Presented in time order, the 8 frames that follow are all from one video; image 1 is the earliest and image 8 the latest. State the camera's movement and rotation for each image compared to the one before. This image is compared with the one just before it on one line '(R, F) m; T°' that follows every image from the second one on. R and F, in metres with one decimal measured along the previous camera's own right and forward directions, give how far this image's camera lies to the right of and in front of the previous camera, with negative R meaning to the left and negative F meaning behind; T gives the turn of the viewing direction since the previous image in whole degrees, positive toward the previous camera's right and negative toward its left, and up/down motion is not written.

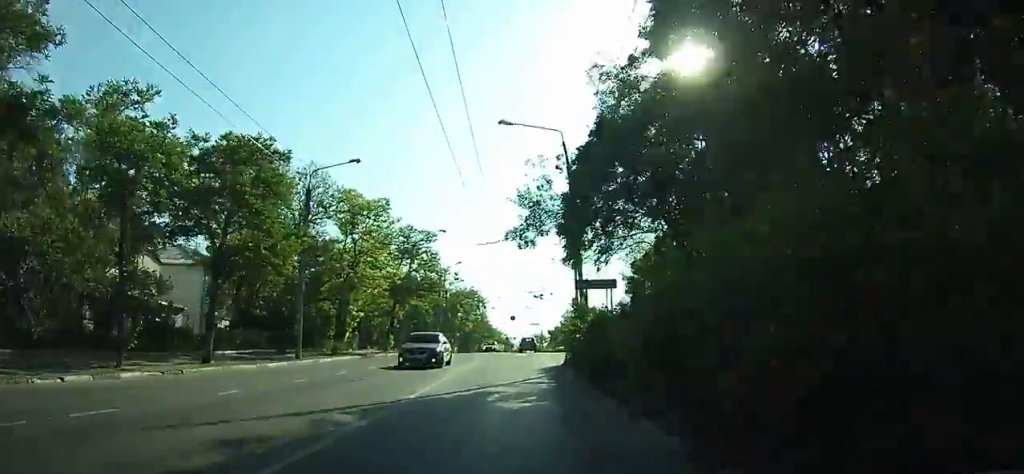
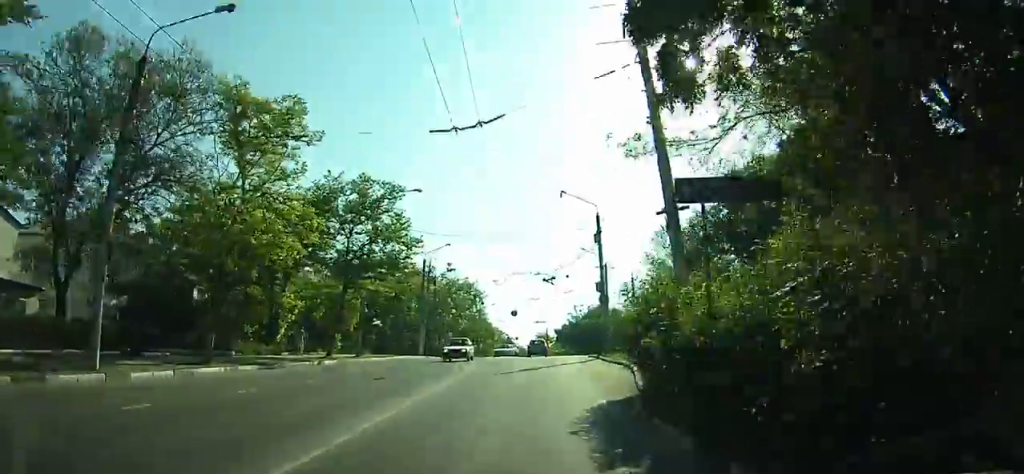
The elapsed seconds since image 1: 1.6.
(-0.1, +14.9) m; 0°
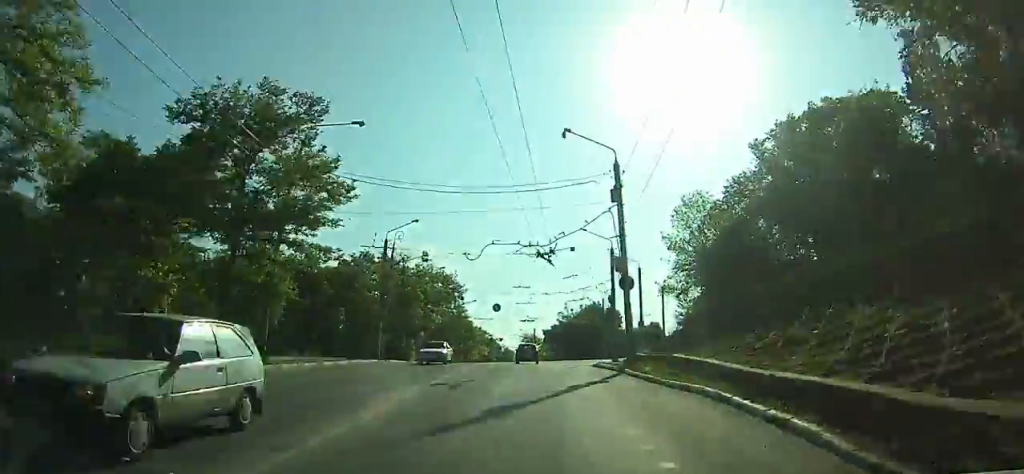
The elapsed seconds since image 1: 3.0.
(-0.1, +12.3) m; 0°
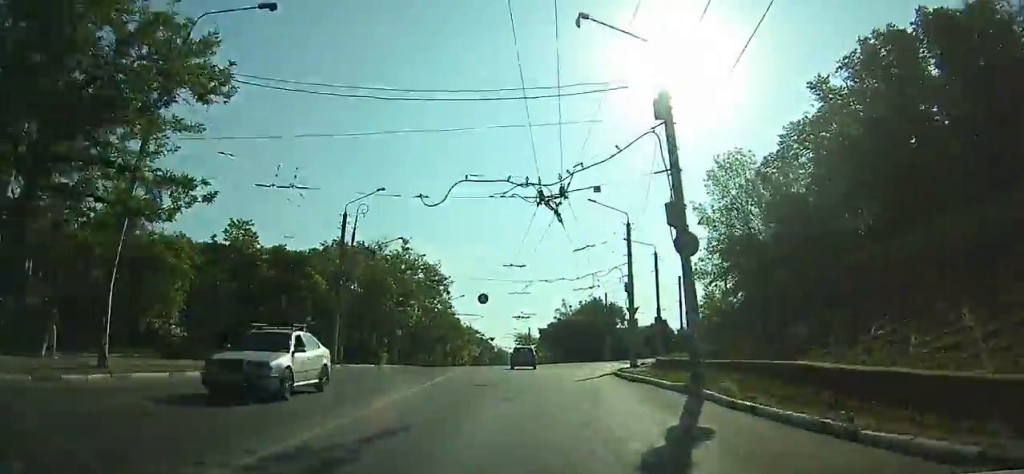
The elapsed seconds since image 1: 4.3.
(-0.1, +11.4) m; 0°
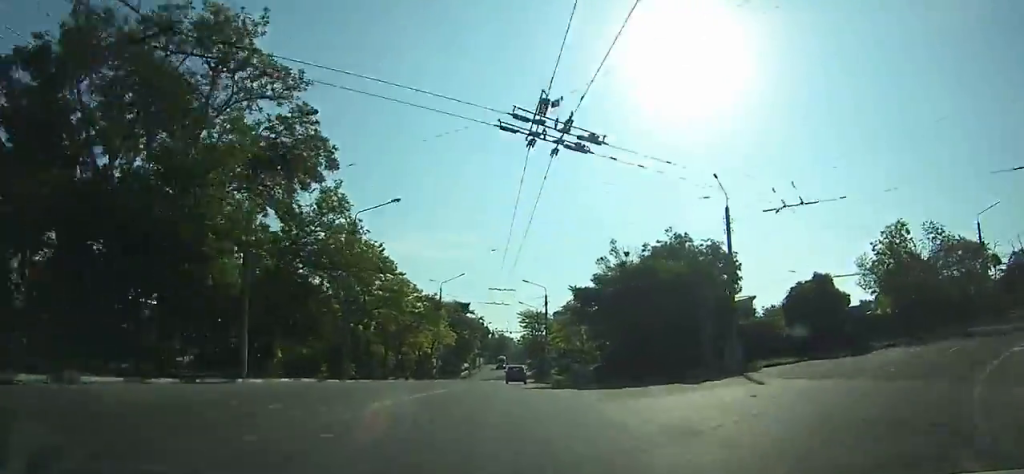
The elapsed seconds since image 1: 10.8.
(+1.1, +57.1) m; +1°
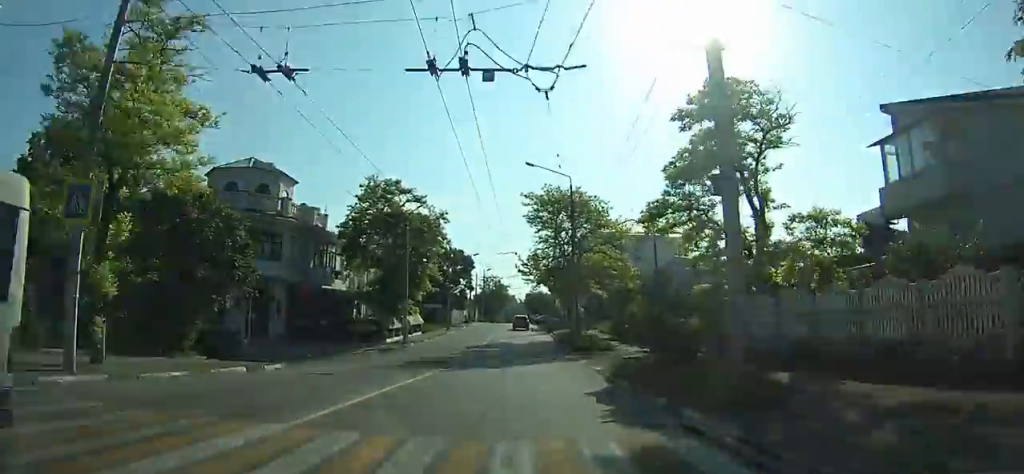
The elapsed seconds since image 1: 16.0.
(-0.2, +54.2) m; 0°
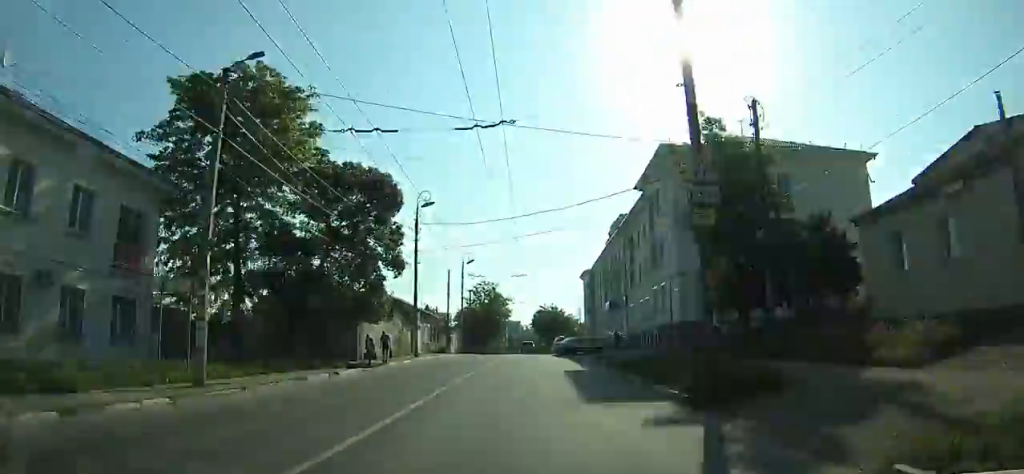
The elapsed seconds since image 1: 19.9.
(+0.1, +46.3) m; 0°
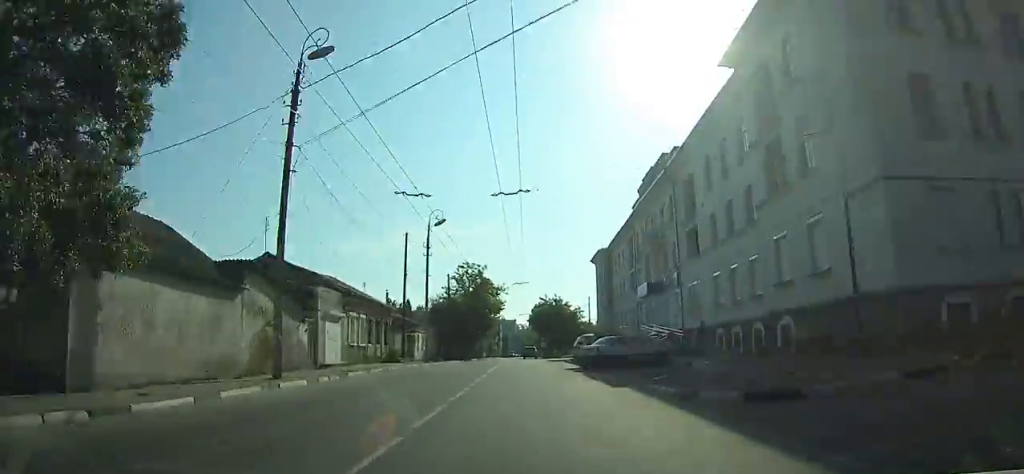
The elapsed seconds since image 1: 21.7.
(-0.1, +22.4) m; 0°
